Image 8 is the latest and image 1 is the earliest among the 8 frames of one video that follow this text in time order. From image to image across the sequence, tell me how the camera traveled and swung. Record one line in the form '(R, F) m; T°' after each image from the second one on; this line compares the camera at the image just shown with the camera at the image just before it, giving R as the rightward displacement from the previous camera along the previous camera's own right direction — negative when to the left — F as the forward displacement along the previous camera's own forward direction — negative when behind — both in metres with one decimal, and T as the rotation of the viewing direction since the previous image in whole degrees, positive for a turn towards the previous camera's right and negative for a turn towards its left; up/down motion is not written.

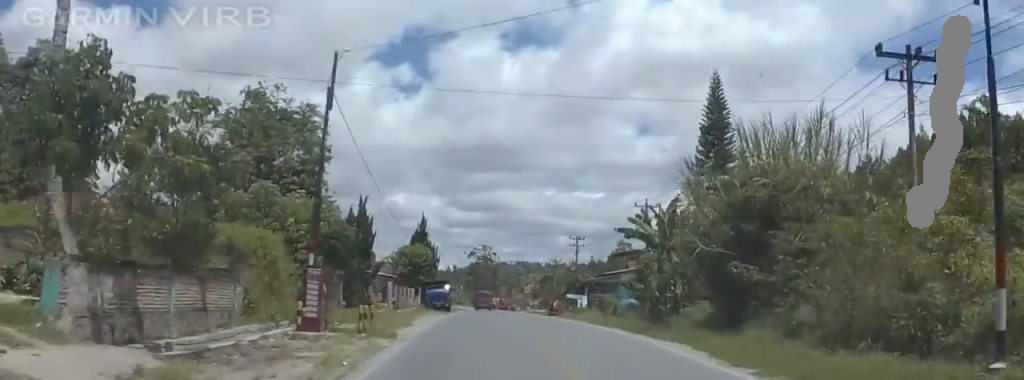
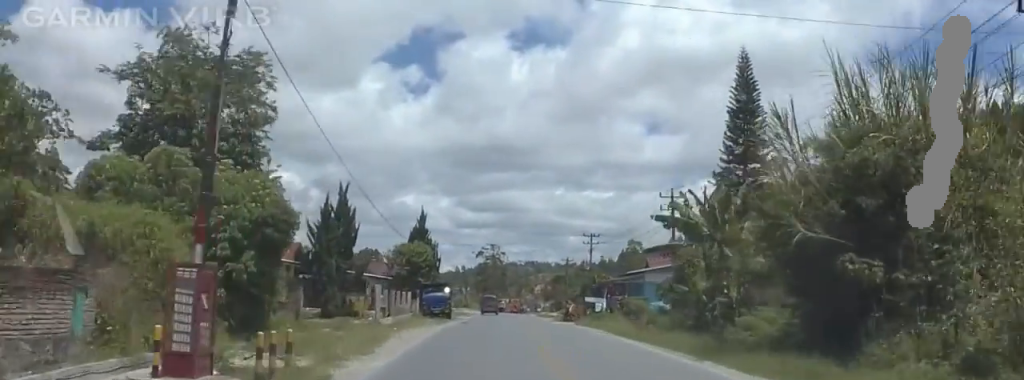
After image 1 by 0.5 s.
(0.0, +8.3) m; +1°
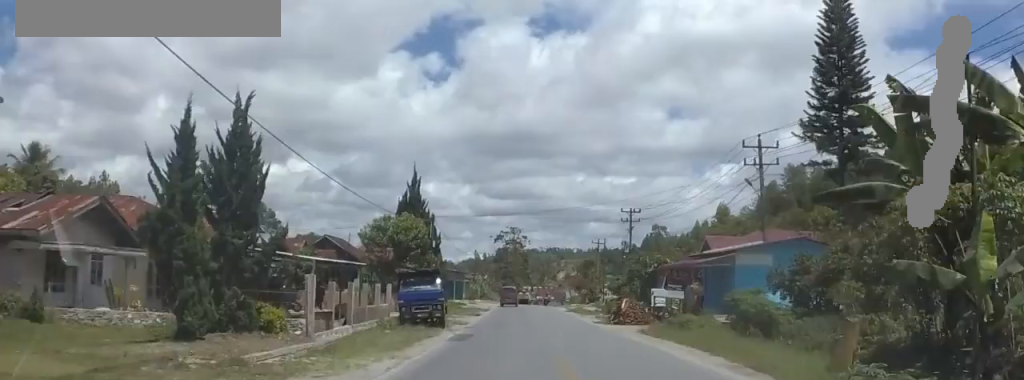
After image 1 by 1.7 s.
(+0.5, +19.0) m; +1°
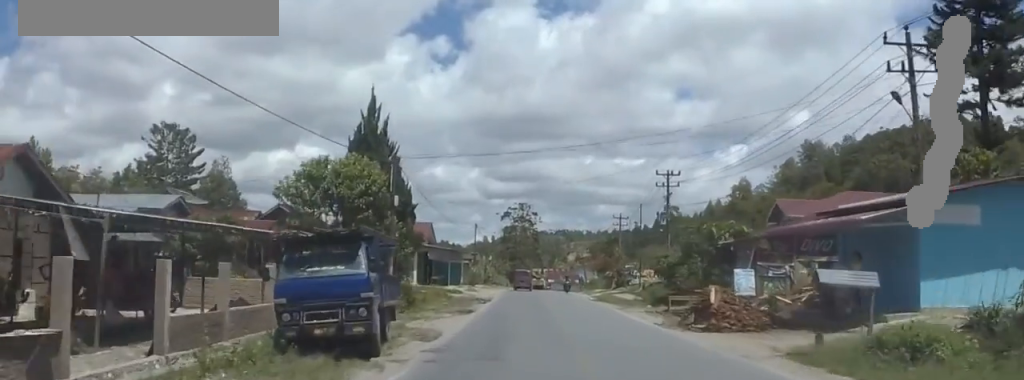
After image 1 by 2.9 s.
(-0.3, +18.4) m; -2°
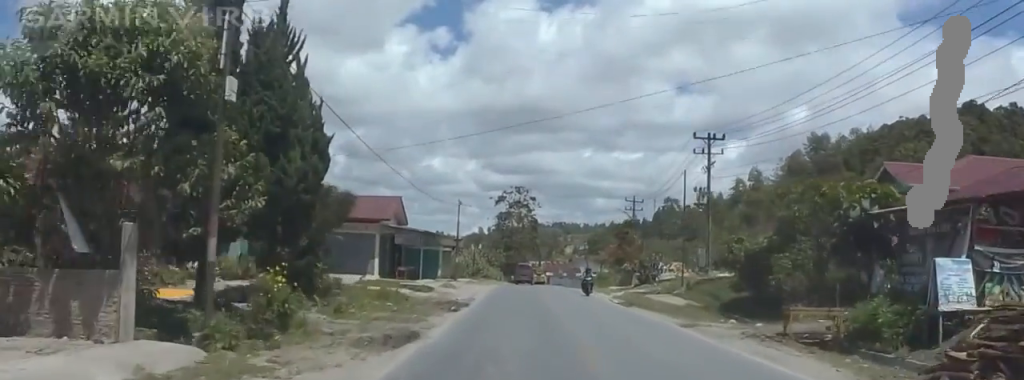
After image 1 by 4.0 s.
(-0.1, +18.1) m; 0°
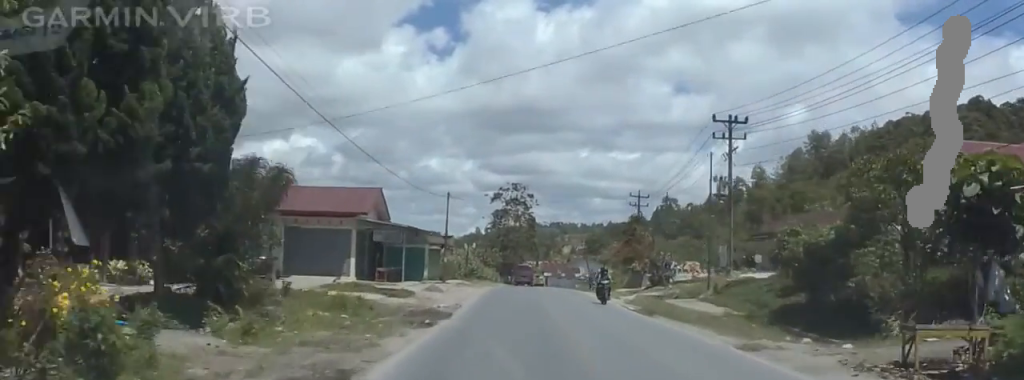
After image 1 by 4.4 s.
(0.0, +7.0) m; +1°
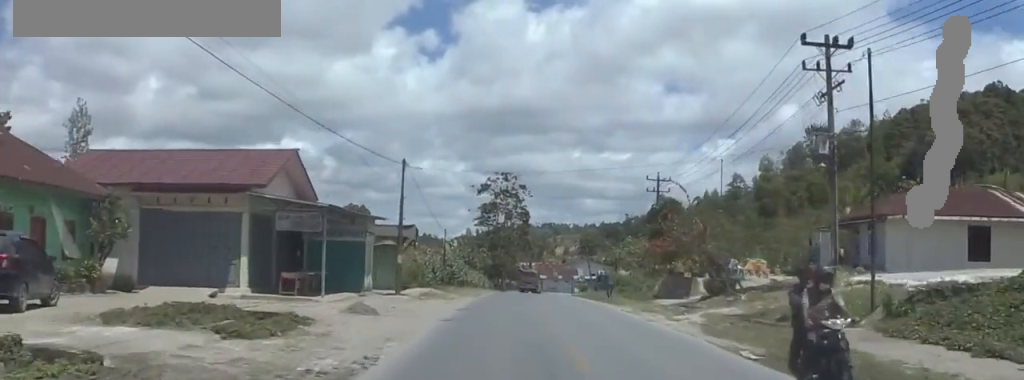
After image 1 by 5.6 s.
(+0.4, +18.1) m; +1°
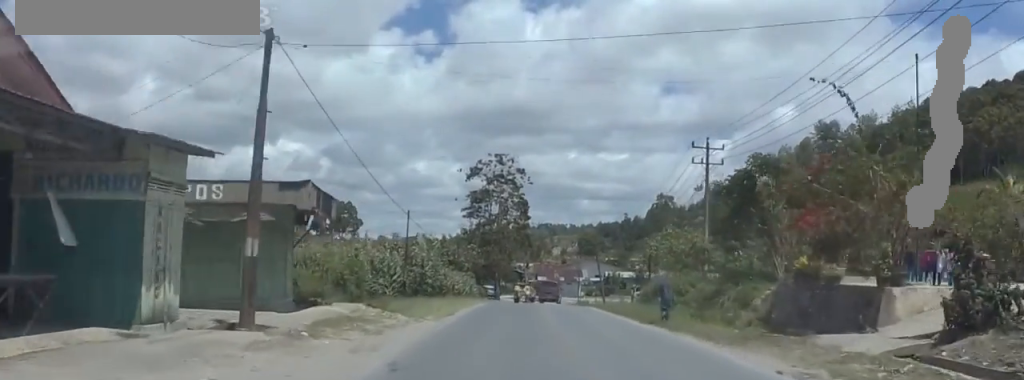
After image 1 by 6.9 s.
(-0.3, +20.1) m; -5°
